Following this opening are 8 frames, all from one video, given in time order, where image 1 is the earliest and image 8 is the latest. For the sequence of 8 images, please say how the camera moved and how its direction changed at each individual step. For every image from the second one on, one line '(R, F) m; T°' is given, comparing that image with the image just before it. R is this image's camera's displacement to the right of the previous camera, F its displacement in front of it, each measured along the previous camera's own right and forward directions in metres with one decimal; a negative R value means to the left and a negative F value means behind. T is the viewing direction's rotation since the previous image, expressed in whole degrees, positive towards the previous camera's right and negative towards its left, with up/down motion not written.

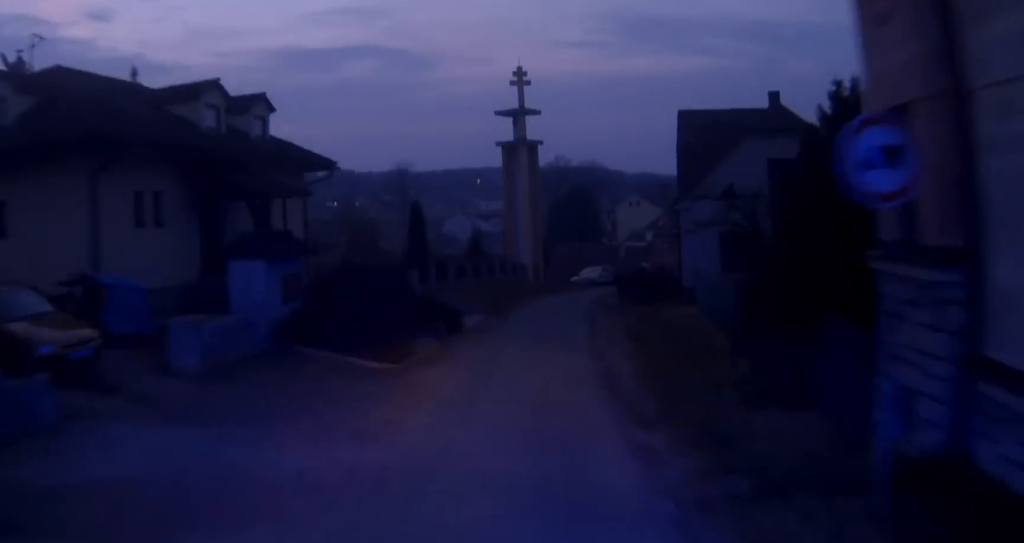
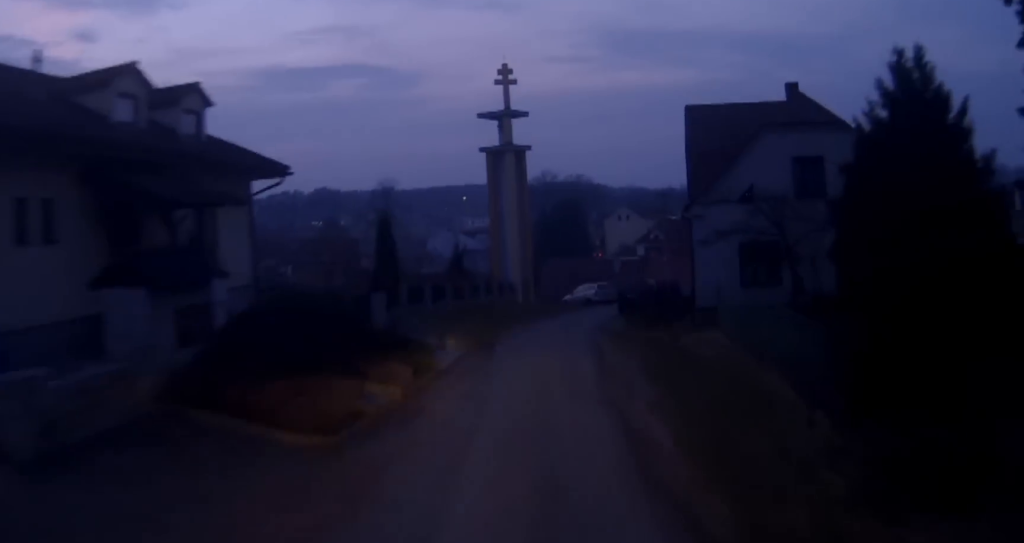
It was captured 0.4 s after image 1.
(0.0, +4.8) m; +1°
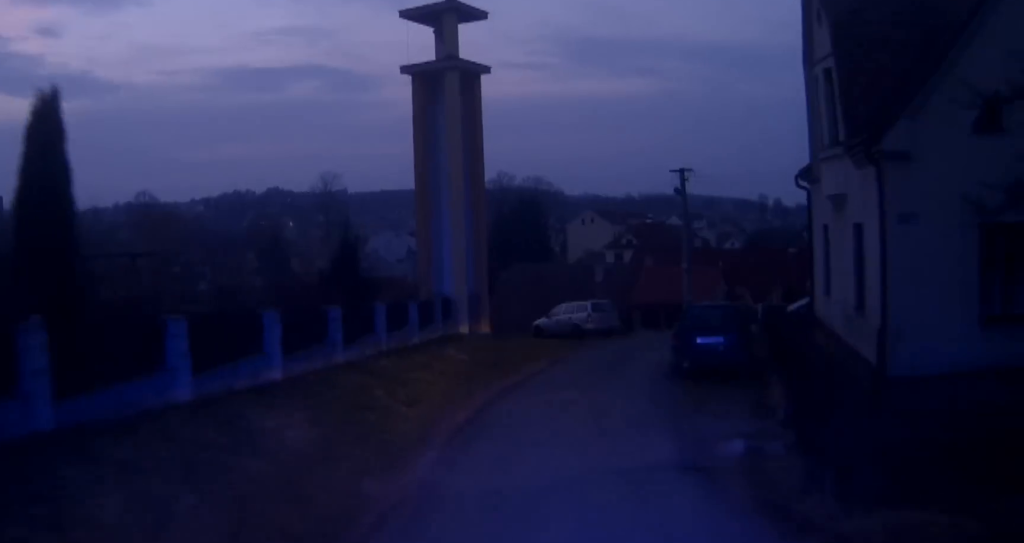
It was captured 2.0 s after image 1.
(+0.6, +18.5) m; +4°
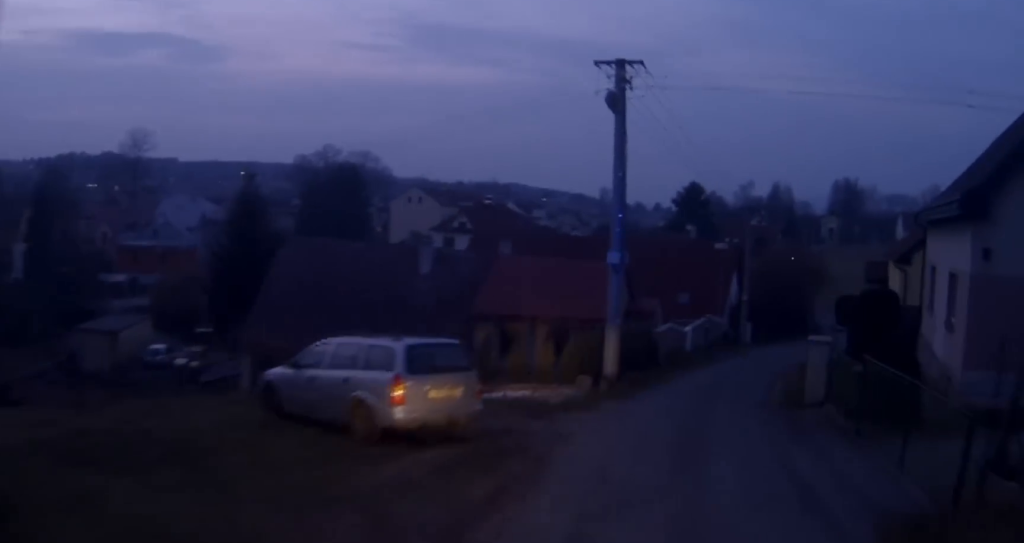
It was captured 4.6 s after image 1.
(+2.5, +22.0) m; +20°
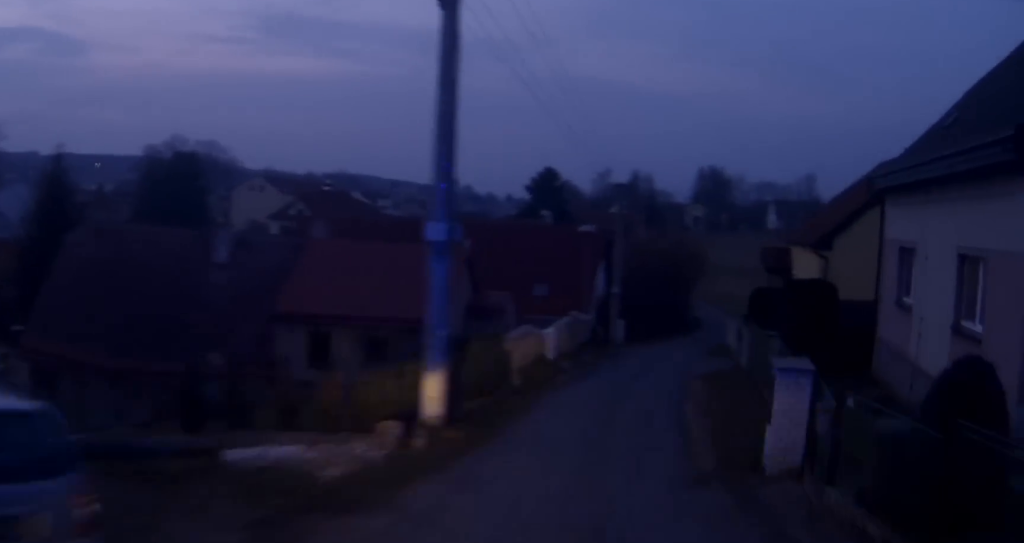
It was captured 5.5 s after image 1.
(+0.3, +7.6) m; +3°
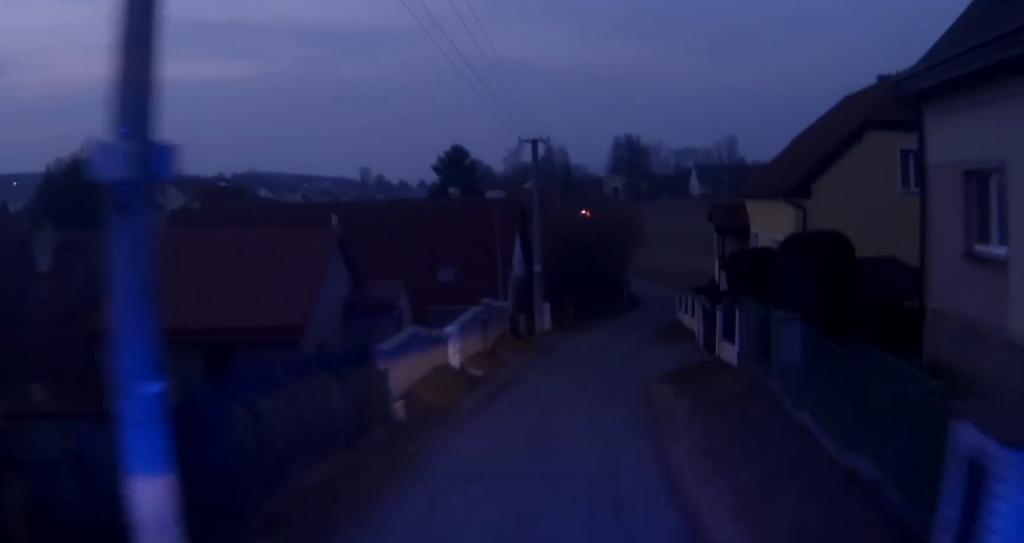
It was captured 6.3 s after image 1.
(+0.1, +6.3) m; +1°
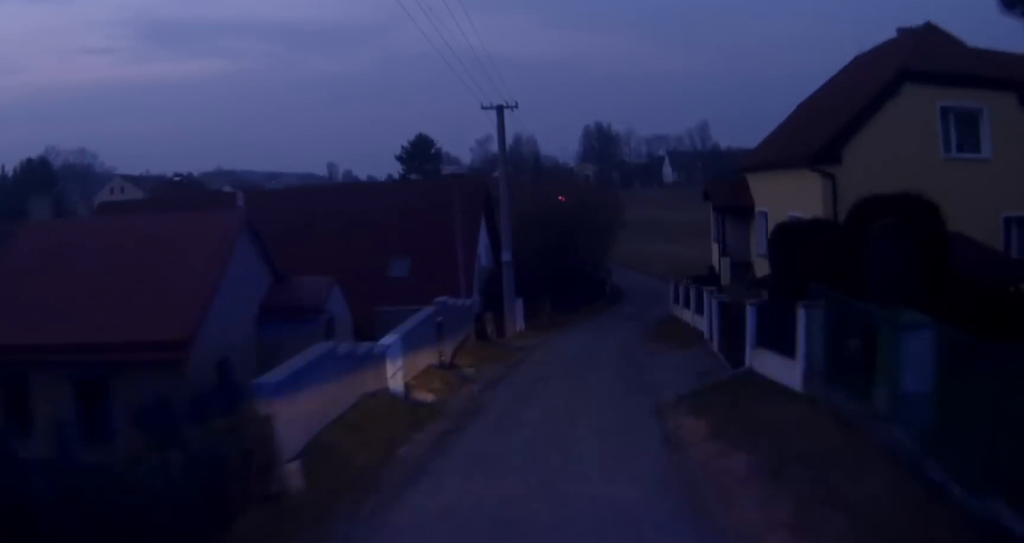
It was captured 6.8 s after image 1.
(0.0, +4.1) m; +1°
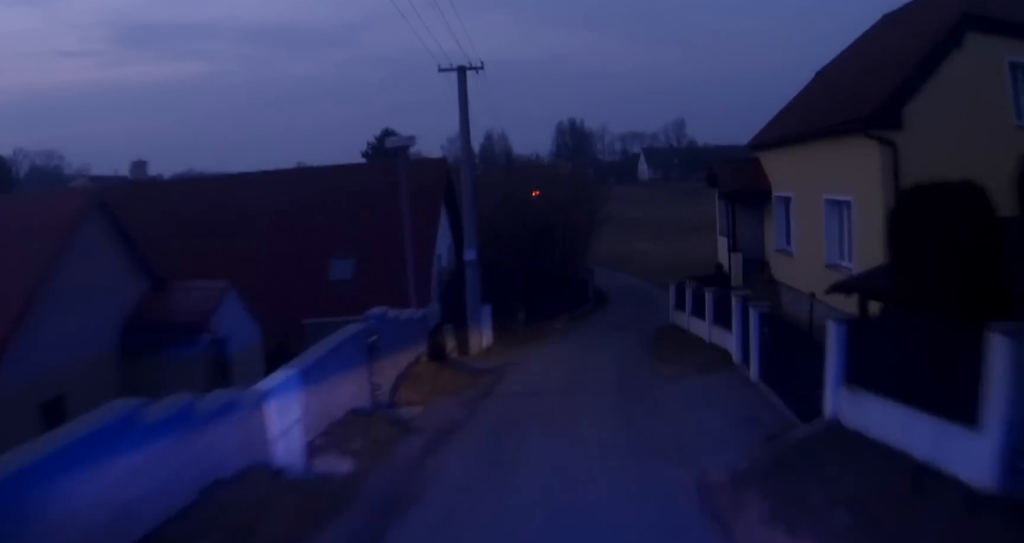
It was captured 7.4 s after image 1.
(0.0, +4.4) m; +2°
